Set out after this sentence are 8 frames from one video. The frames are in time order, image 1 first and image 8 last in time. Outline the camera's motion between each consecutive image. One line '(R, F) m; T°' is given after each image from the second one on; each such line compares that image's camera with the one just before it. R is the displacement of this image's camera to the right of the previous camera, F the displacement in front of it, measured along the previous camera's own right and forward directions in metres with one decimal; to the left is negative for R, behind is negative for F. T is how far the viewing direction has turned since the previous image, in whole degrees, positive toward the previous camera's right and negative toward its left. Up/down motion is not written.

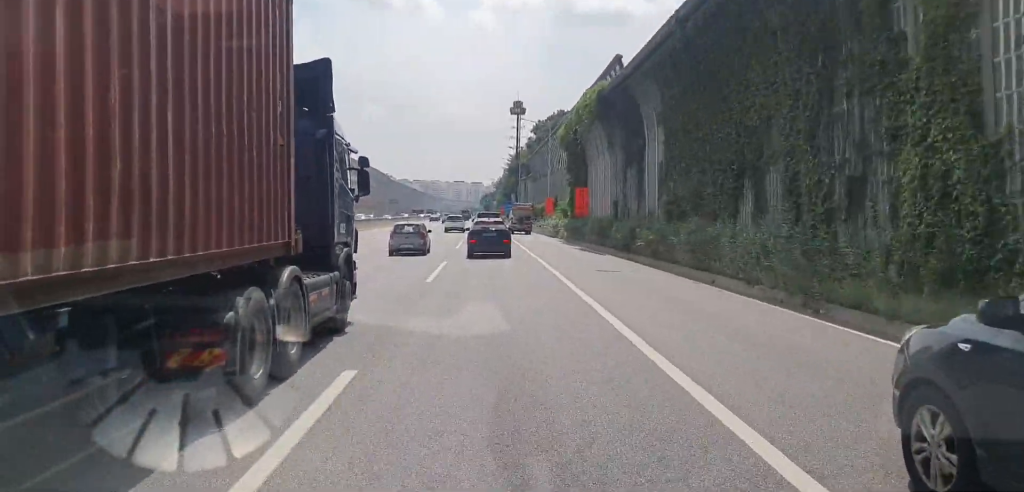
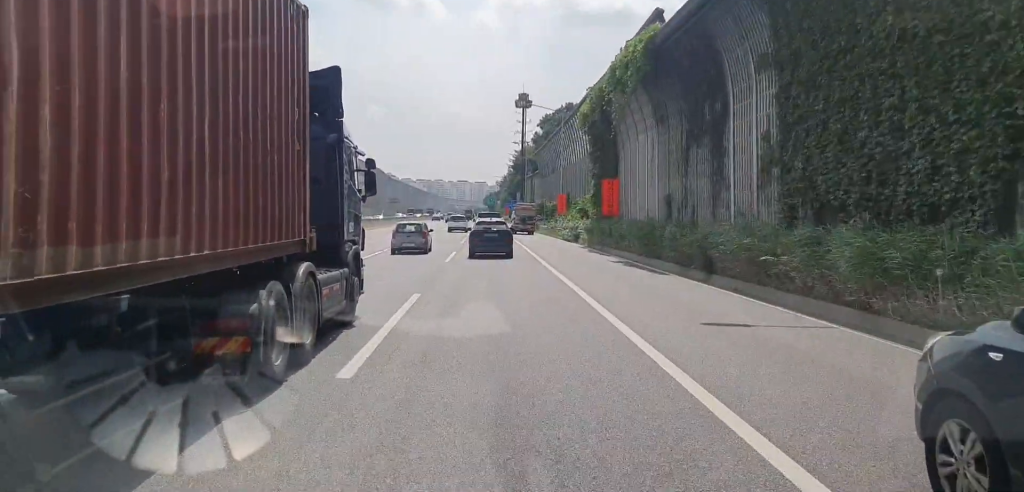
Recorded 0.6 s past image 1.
(0.0, +11.9) m; -1°
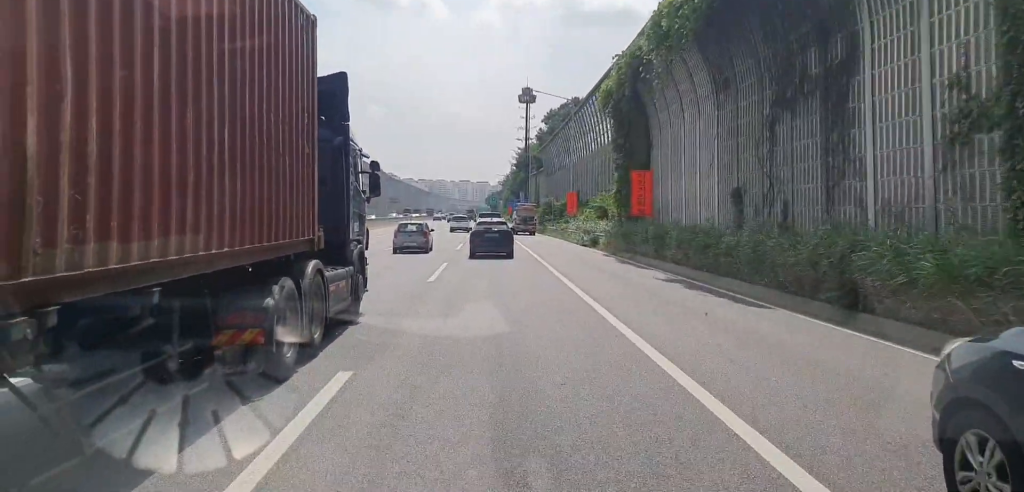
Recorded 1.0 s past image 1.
(+0.1, +8.4) m; 0°
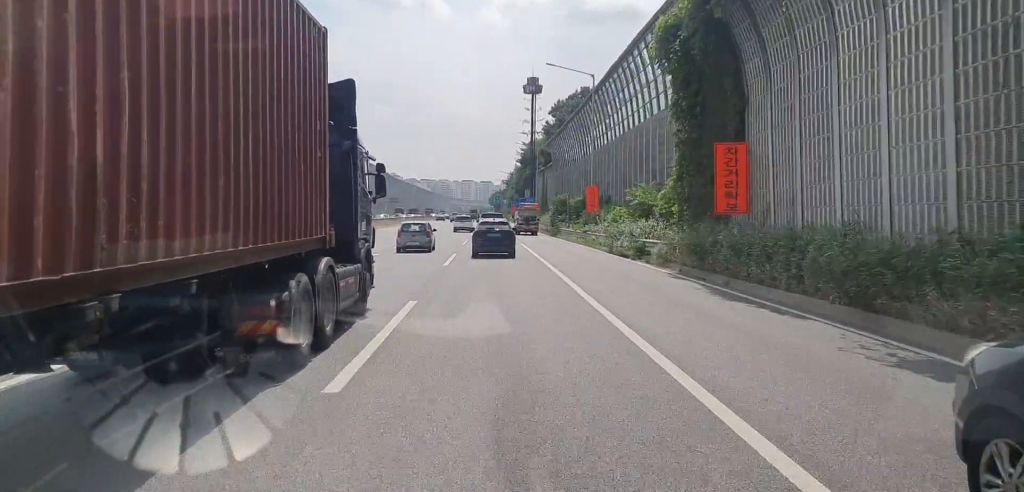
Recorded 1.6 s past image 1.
(-0.2, +12.6) m; 0°
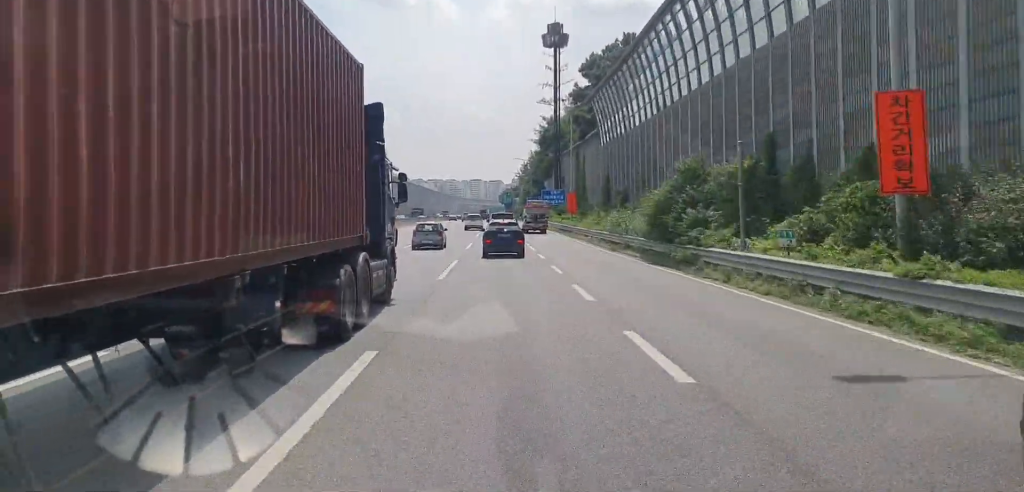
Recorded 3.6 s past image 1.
(0.0, +43.2) m; -1°
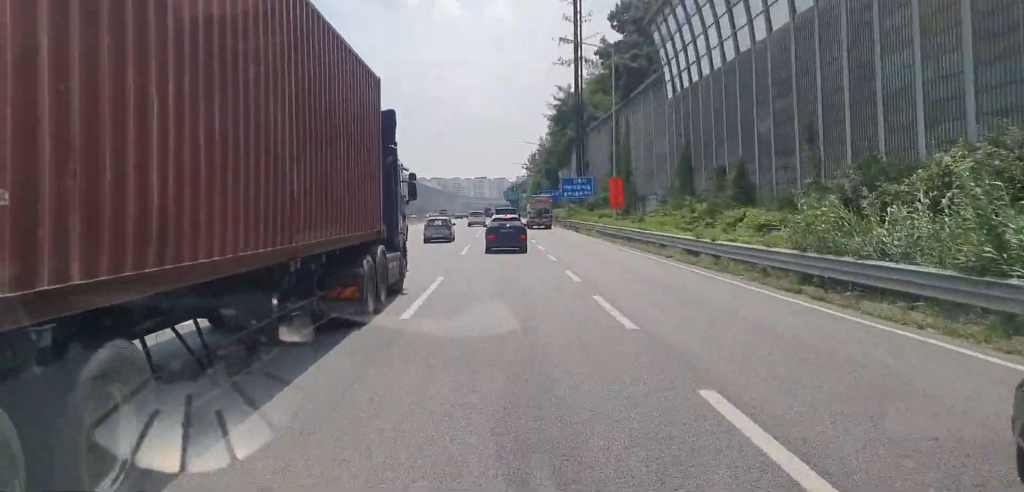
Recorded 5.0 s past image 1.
(-0.3, +27.8) m; -1°
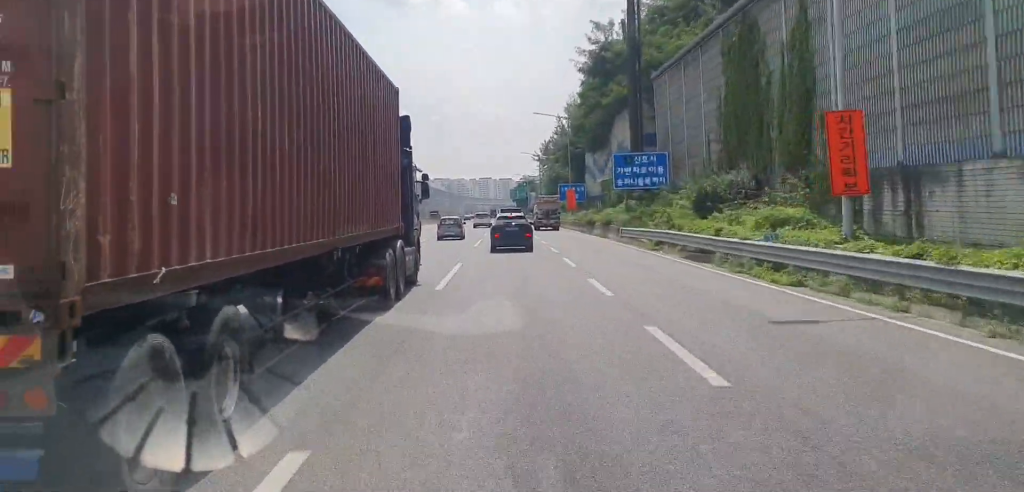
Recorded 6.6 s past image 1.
(0.0, +34.3) m; 0°
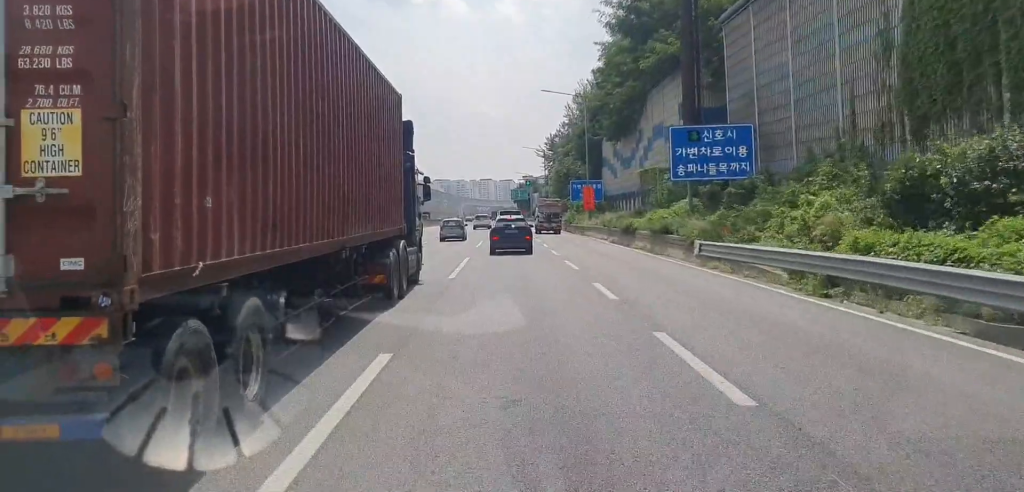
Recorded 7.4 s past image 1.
(0.0, +16.1) m; 0°
